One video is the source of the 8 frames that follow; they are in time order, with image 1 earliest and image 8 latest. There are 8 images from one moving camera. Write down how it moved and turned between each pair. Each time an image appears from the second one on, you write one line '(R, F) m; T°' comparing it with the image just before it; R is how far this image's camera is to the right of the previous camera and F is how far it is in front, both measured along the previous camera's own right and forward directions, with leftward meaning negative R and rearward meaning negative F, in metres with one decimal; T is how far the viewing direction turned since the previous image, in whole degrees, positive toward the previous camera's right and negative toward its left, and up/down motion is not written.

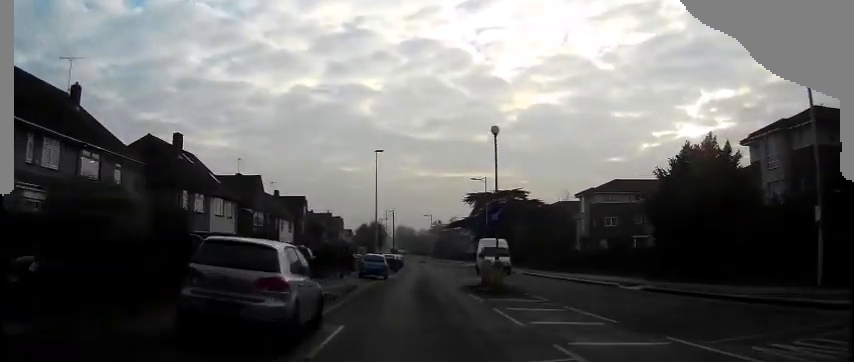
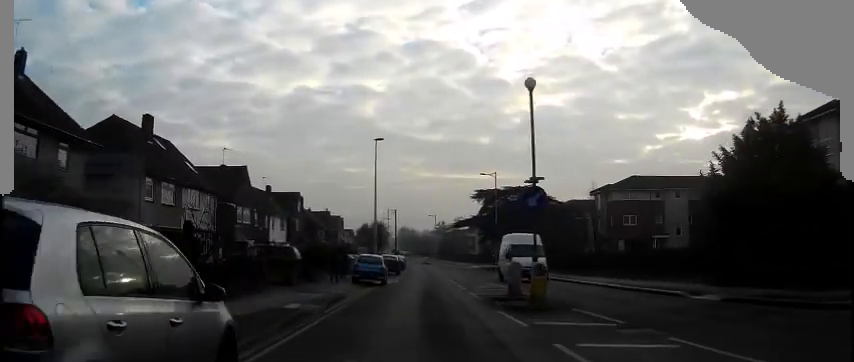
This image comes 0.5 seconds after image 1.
(0.0, +5.9) m; 0°
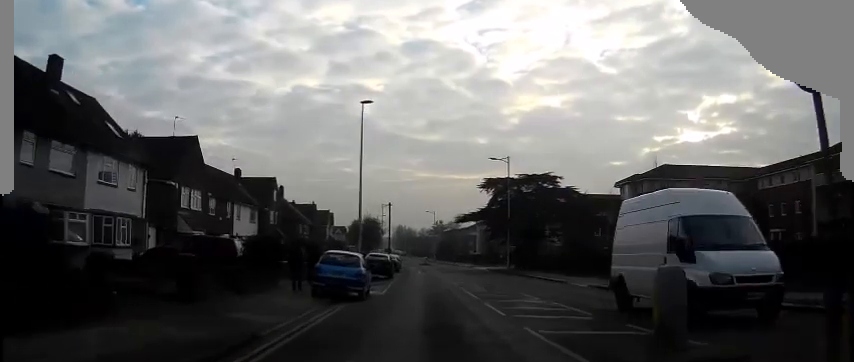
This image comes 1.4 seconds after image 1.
(0.0, +11.1) m; 0°
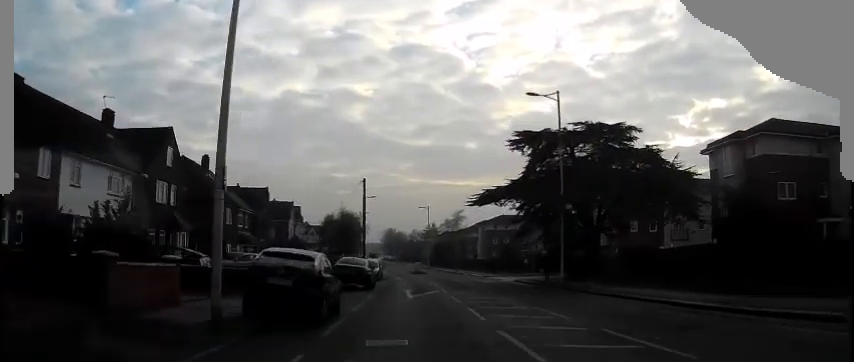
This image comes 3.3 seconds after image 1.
(+0.4, +24.2) m; +2°
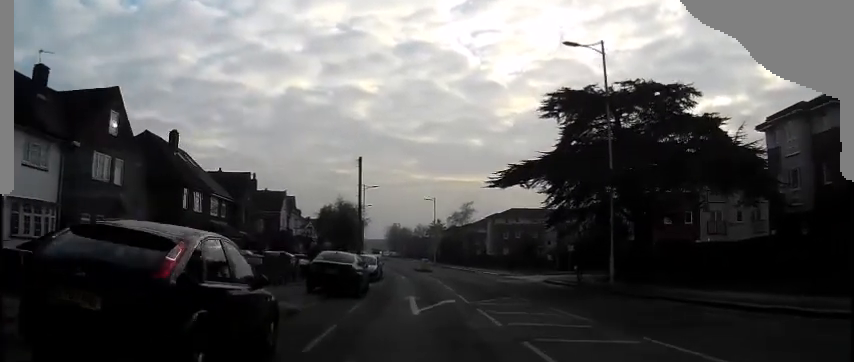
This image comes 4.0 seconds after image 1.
(0.0, +7.8) m; 0°
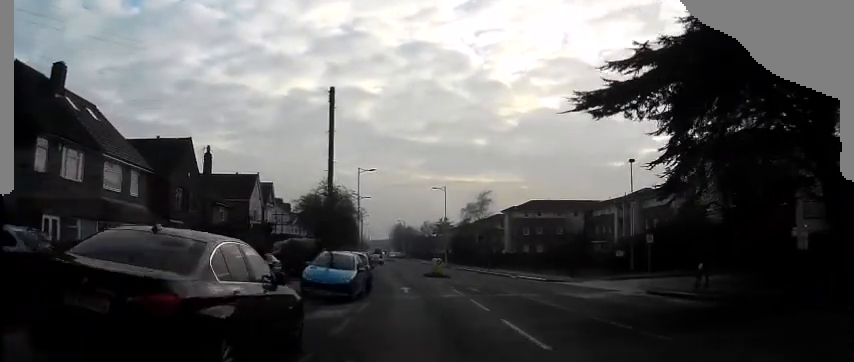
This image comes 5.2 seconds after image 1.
(-0.2, +15.7) m; -2°
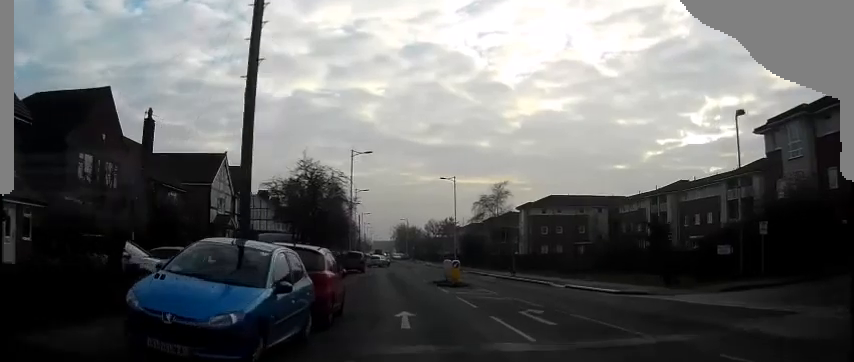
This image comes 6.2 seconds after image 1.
(-0.1, +11.6) m; -1°
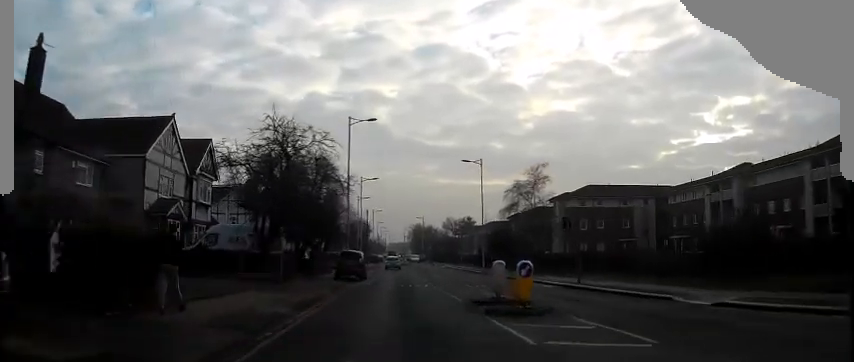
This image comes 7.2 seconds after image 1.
(-0.1, +13.3) m; -1°
